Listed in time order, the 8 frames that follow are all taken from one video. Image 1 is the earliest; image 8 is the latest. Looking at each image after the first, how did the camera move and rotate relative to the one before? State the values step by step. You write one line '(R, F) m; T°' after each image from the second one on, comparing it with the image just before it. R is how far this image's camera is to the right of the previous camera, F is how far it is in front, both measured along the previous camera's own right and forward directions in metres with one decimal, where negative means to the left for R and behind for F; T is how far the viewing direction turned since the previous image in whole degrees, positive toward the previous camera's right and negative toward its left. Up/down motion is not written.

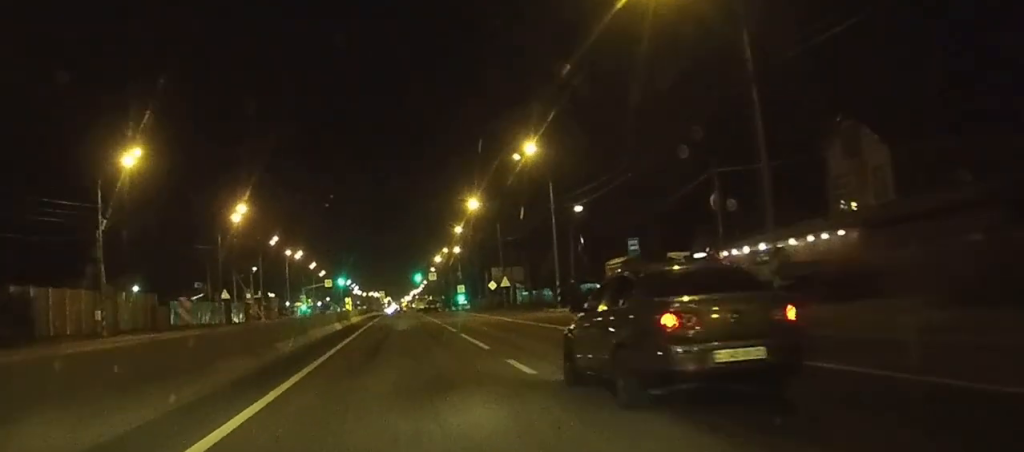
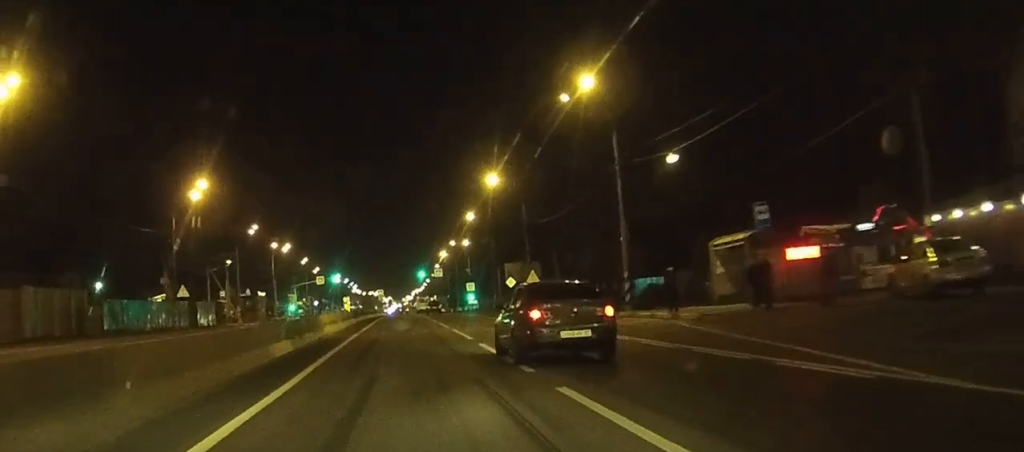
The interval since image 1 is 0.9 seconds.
(-0.1, +18.7) m; 0°
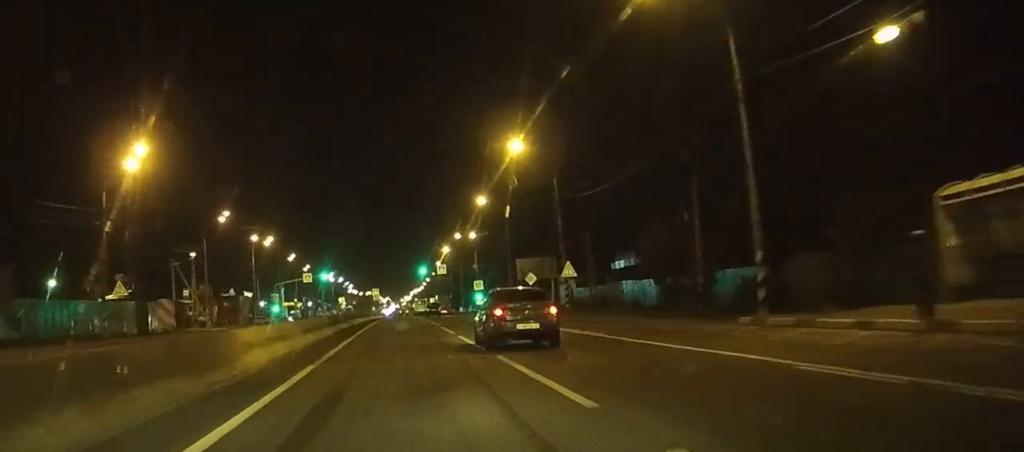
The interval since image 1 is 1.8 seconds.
(0.0, +16.8) m; 0°
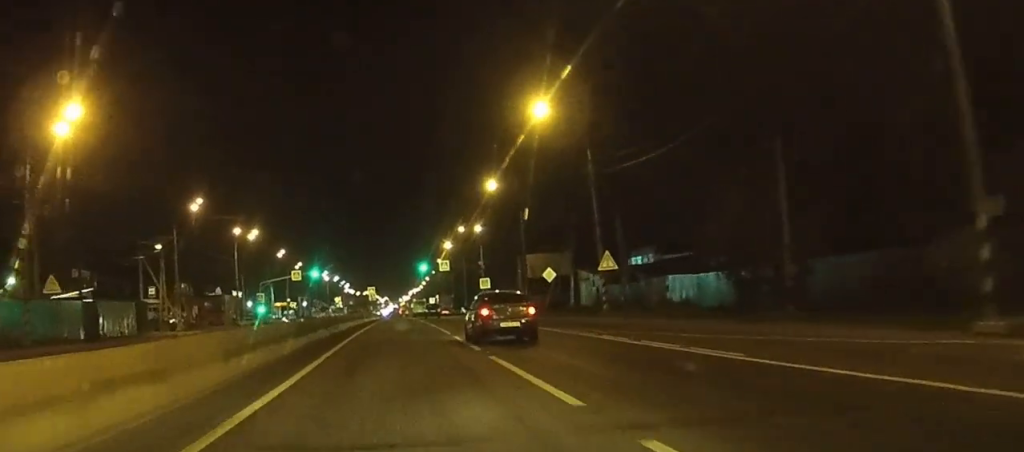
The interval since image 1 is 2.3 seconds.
(+0.1, +11.6) m; 0°
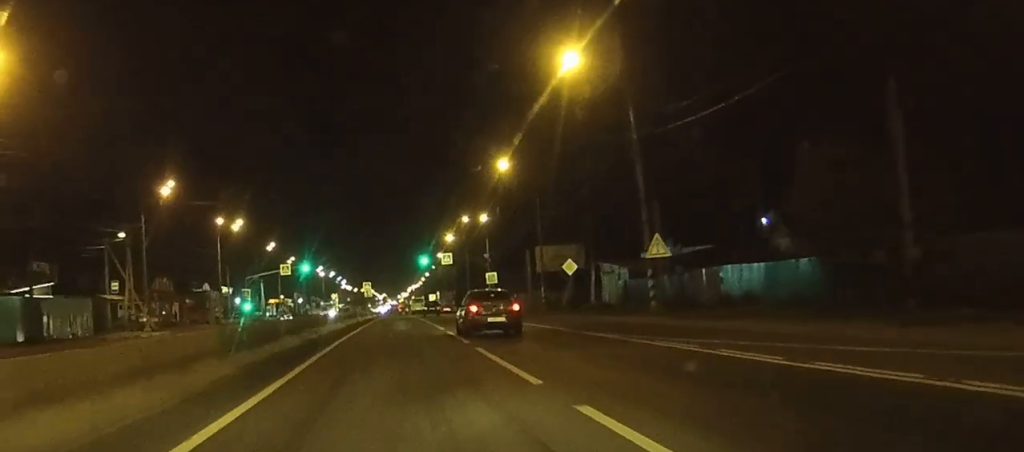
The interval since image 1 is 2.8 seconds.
(0.0, +9.5) m; 0°
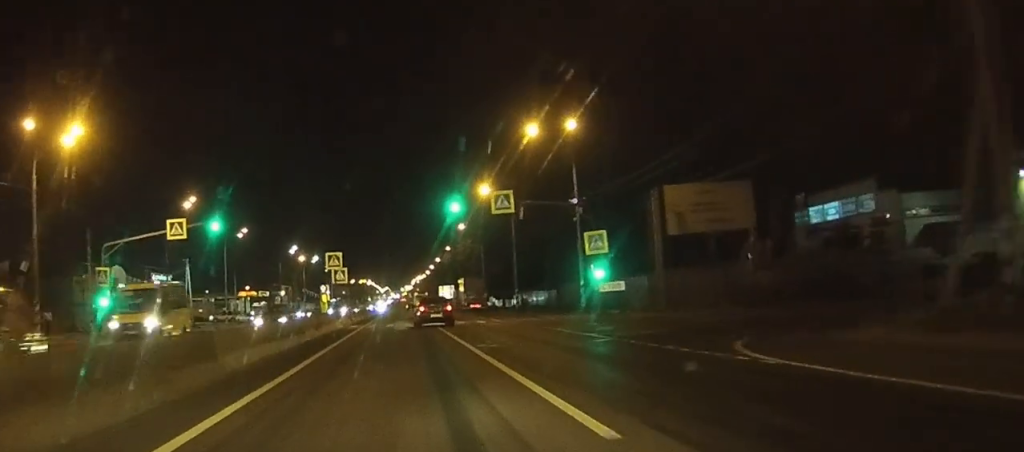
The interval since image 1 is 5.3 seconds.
(-0.2, +52.1) m; -1°
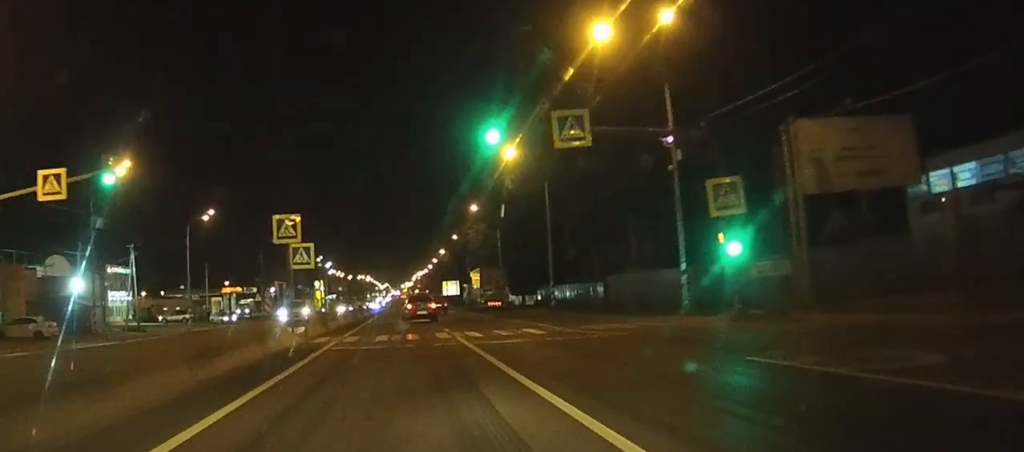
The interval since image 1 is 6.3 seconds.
(0.0, +19.4) m; 0°
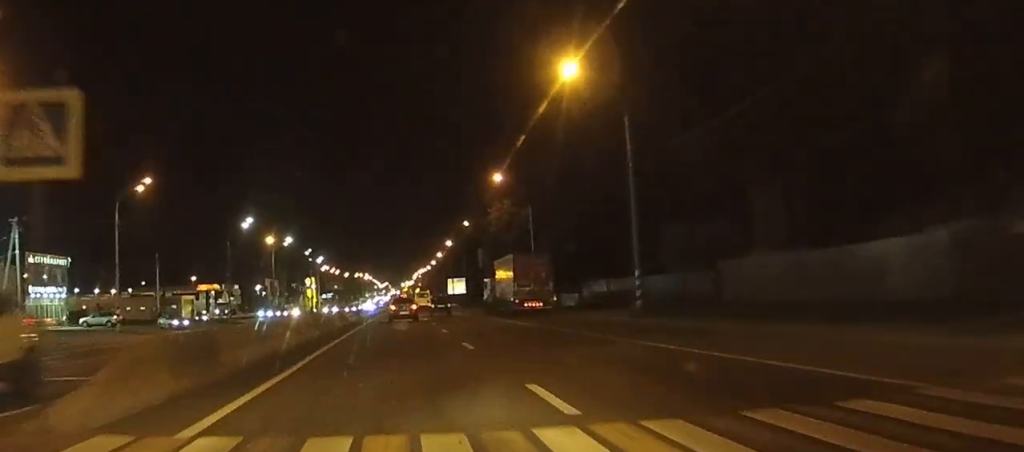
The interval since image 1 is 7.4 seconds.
(+0.1, +23.0) m; 0°
